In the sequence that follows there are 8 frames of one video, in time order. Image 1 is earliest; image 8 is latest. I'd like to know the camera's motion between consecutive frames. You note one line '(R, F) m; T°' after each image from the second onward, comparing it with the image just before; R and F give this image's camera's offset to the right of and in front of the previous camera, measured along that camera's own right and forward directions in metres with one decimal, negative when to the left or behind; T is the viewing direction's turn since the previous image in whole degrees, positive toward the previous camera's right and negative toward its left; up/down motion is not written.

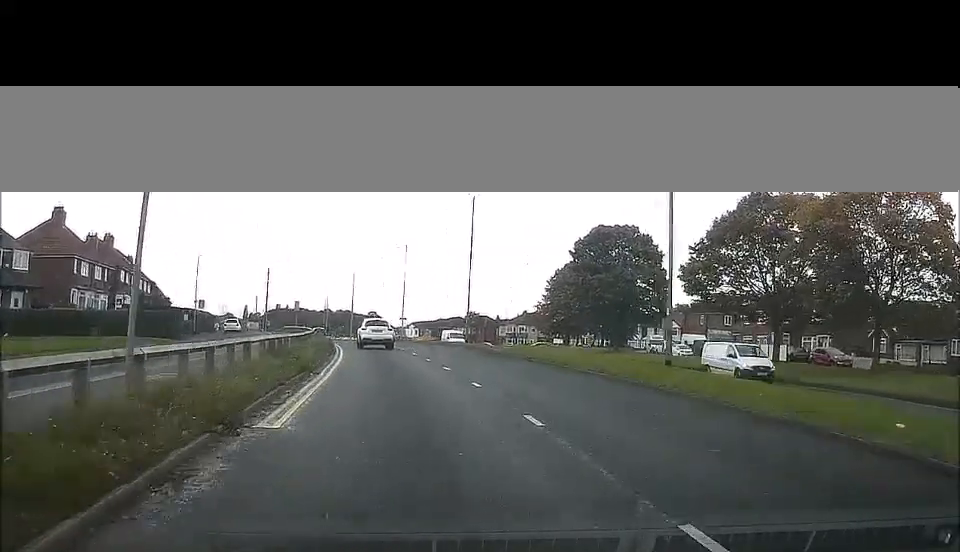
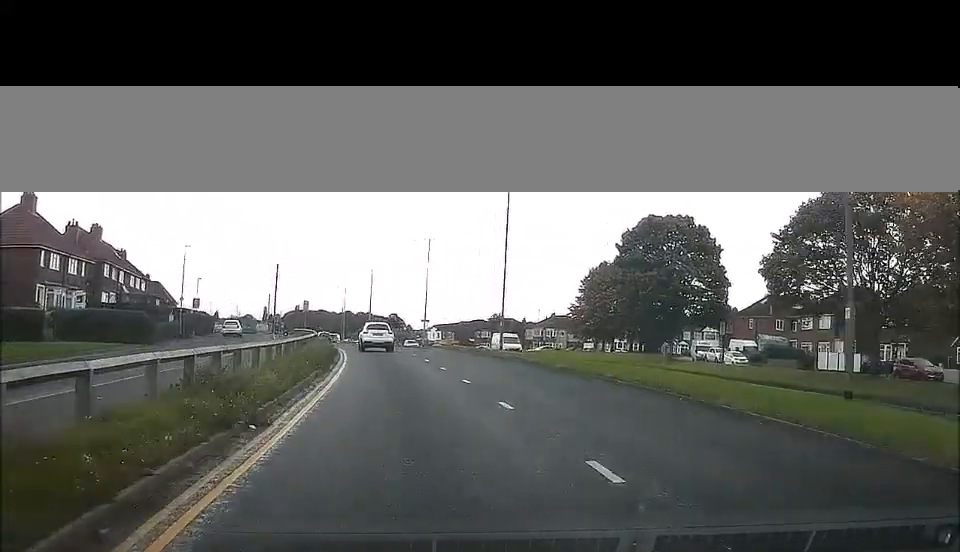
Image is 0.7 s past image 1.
(0.0, +9.6) m; -2°
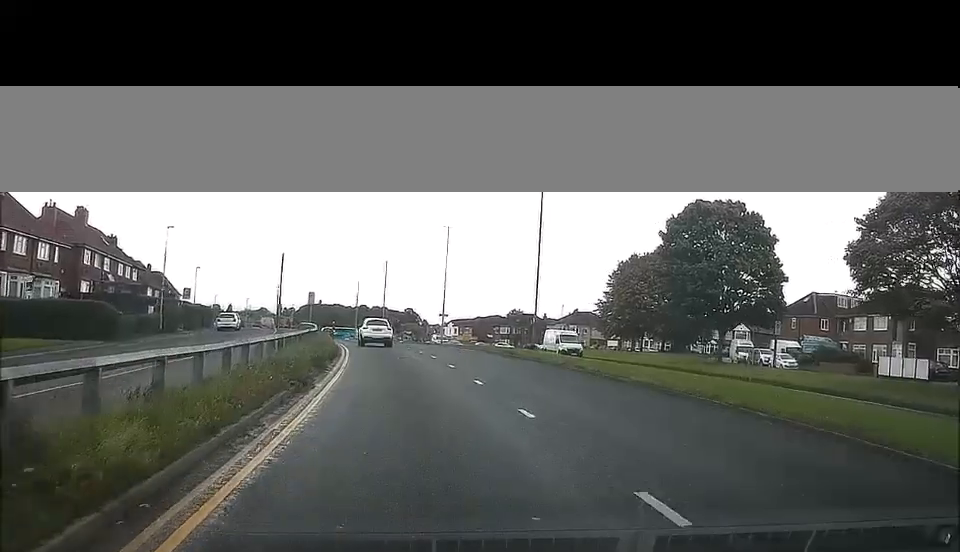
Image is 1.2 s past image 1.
(-0.2, +7.7) m; -1°
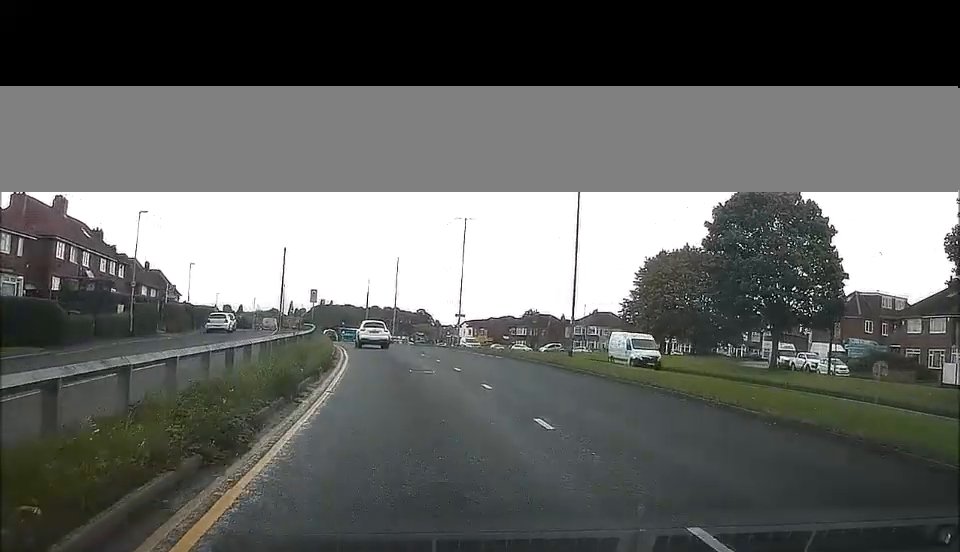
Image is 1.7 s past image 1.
(-0.2, +7.2) m; -1°
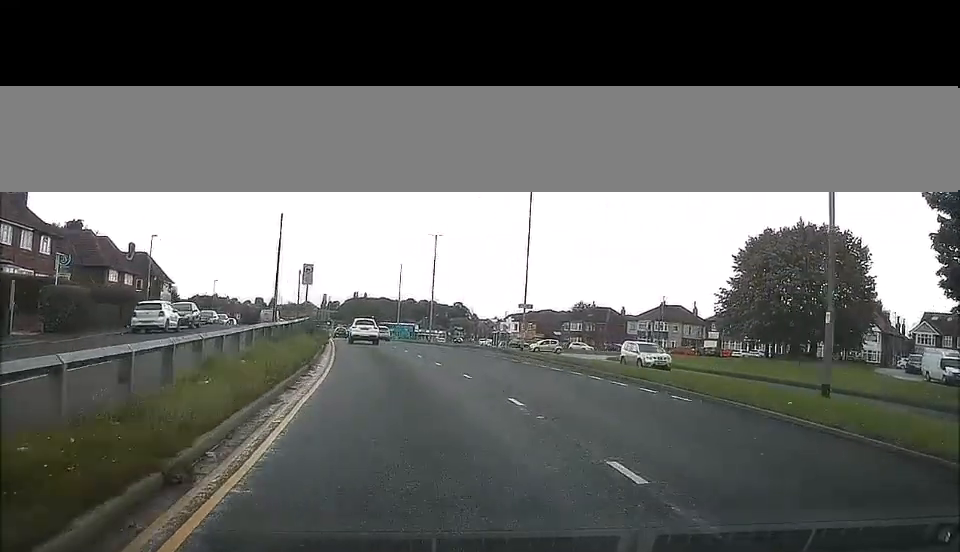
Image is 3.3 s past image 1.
(-0.3, +22.1) m; -3°
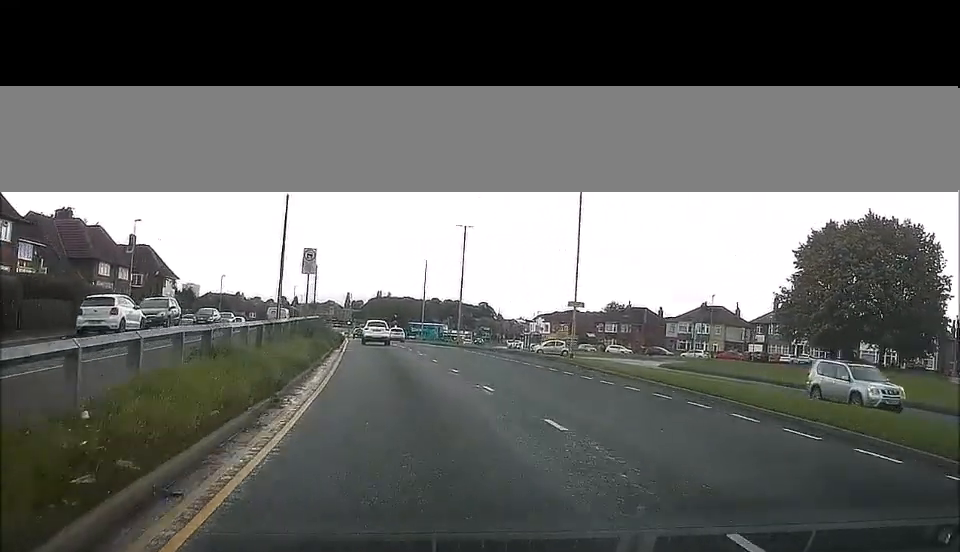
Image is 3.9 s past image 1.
(-0.2, +8.8) m; -1°
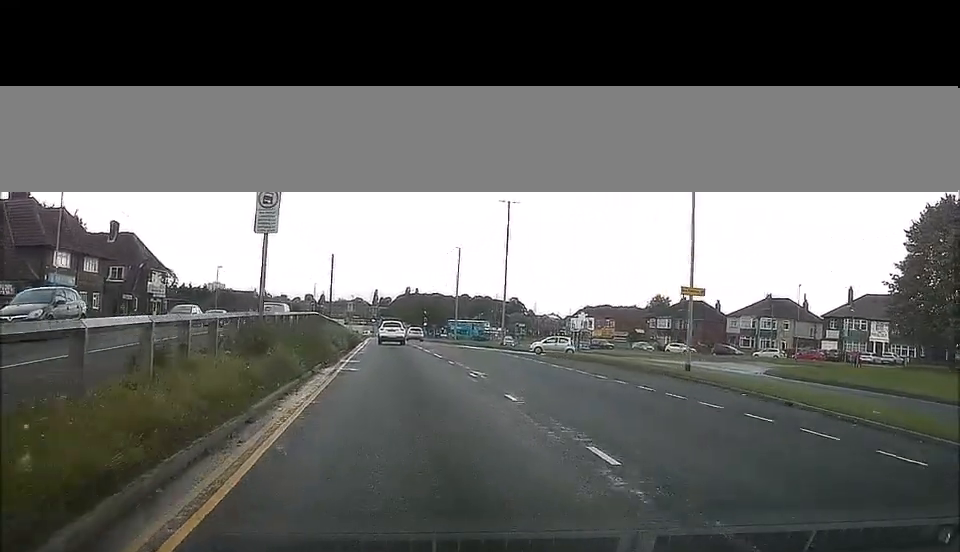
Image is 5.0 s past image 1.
(-0.1, +14.8) m; -2°
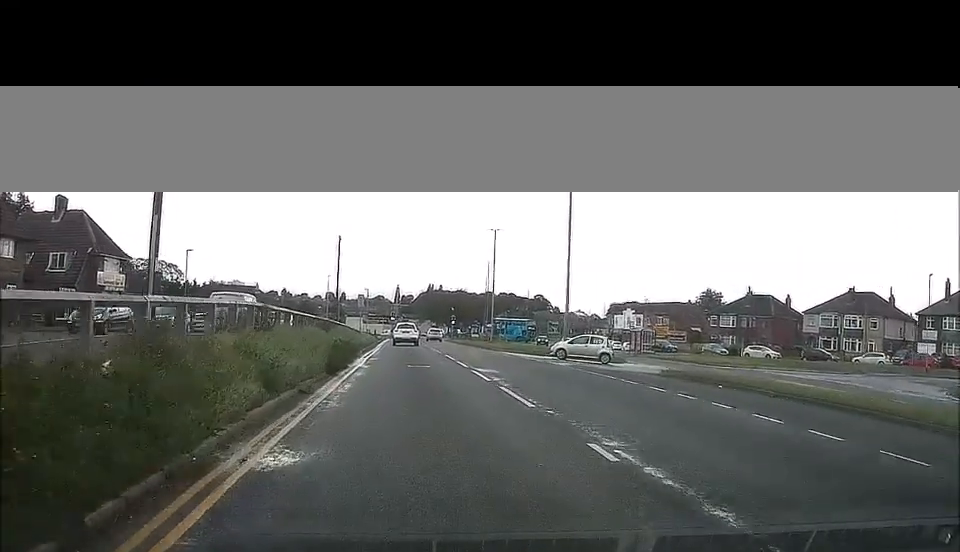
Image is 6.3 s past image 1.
(-0.5, +18.2) m; -3°
